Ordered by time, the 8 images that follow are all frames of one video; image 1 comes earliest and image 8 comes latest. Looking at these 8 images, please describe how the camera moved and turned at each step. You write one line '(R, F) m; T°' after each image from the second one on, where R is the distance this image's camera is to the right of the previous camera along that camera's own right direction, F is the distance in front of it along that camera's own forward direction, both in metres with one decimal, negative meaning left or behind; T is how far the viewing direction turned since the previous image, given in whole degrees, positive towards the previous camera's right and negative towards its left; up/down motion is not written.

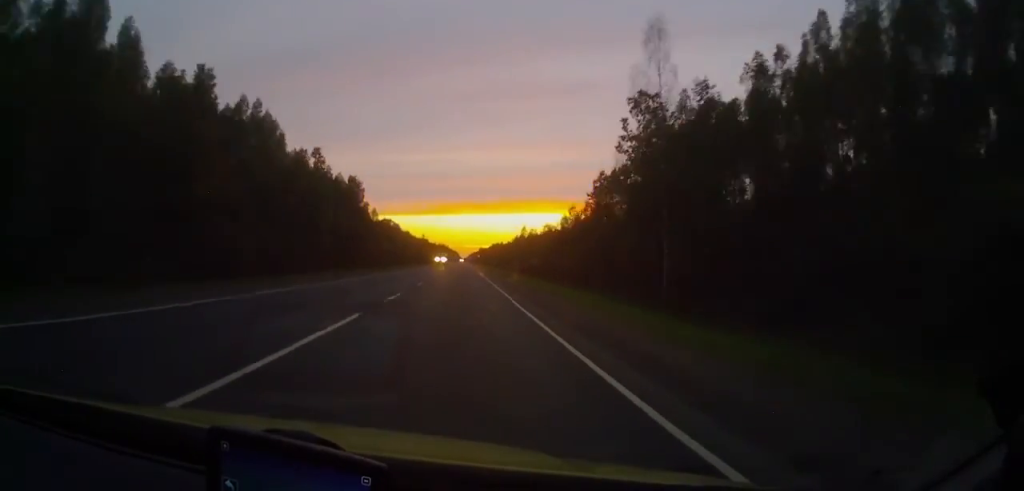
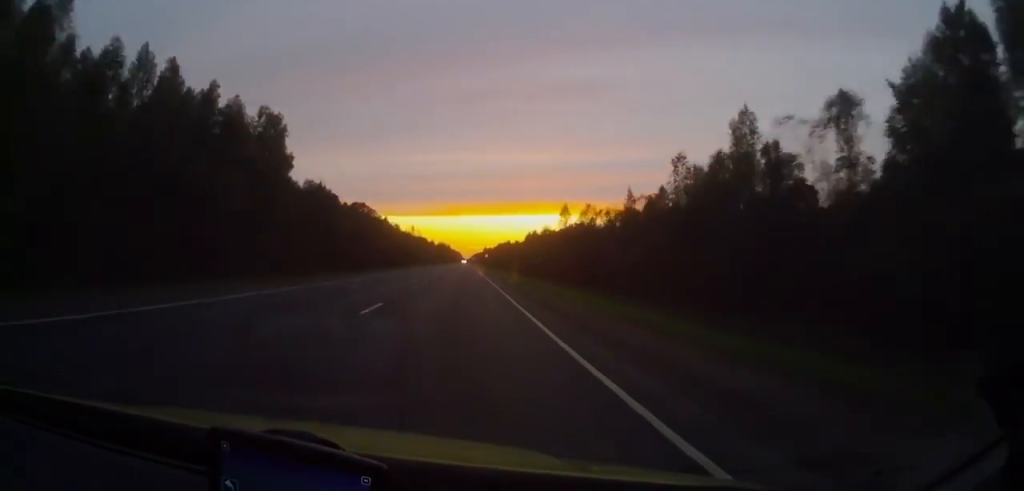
(+0.3, +79.2) m; 0°
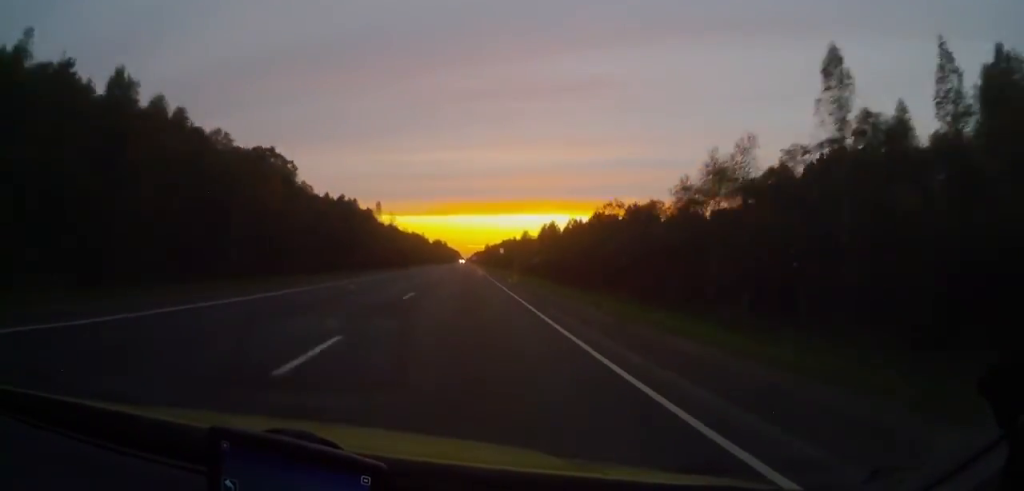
(0.0, +103.3) m; 0°
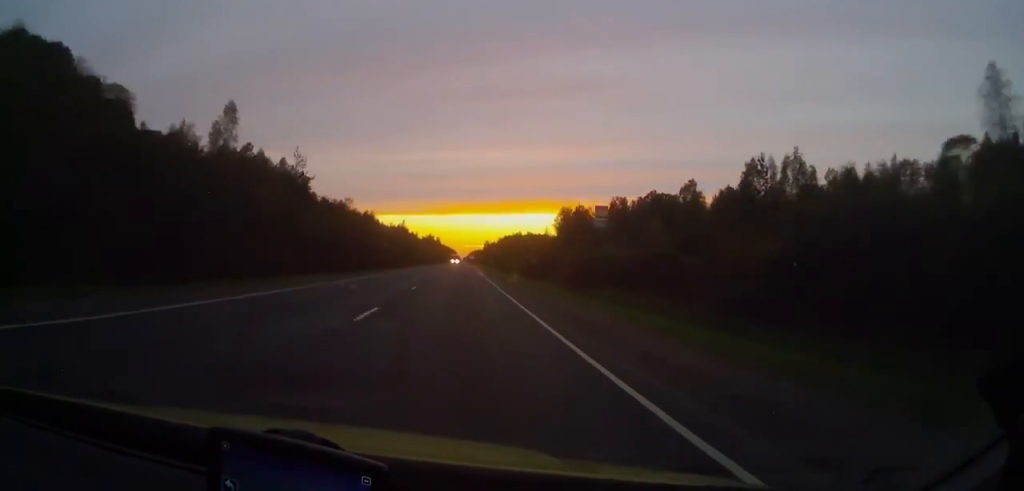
(0.0, +110.6) m; 0°
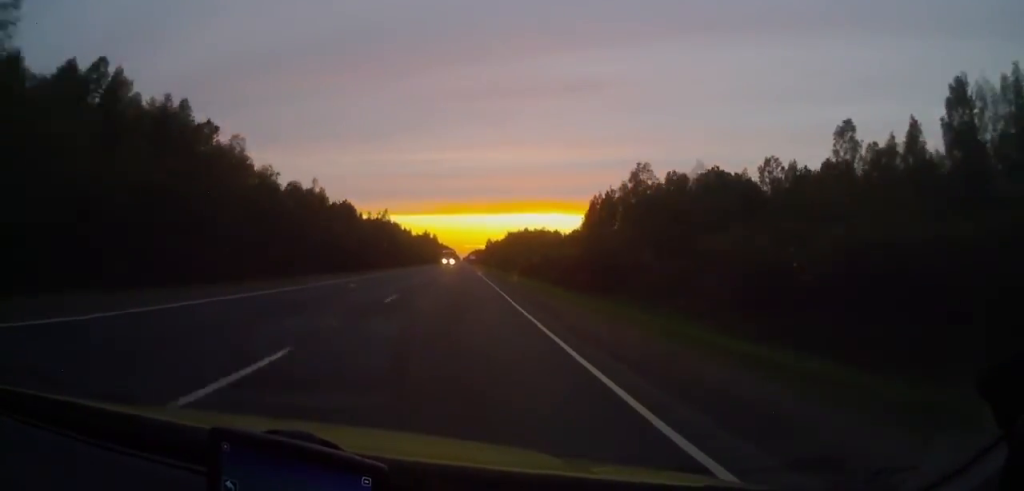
(0.0, +60.5) m; 0°
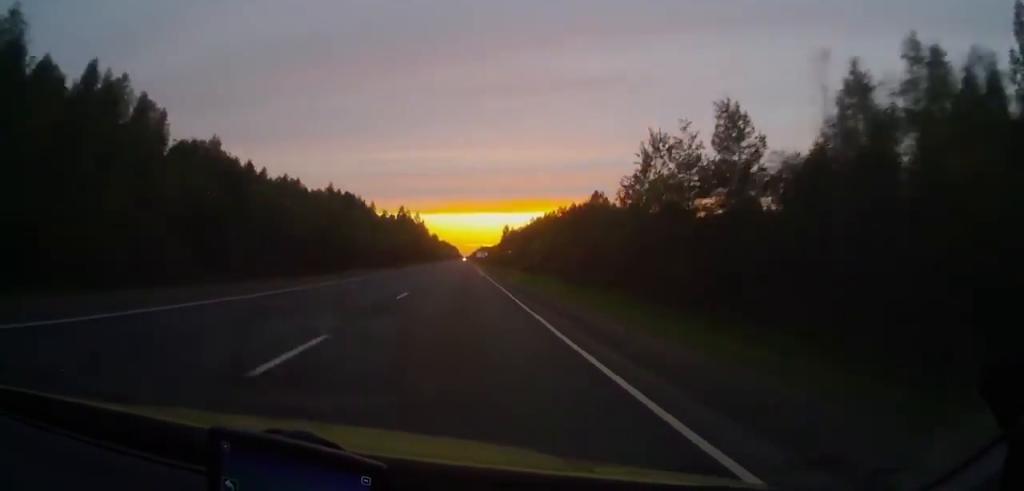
(+0.2, +160.4) m; 0°
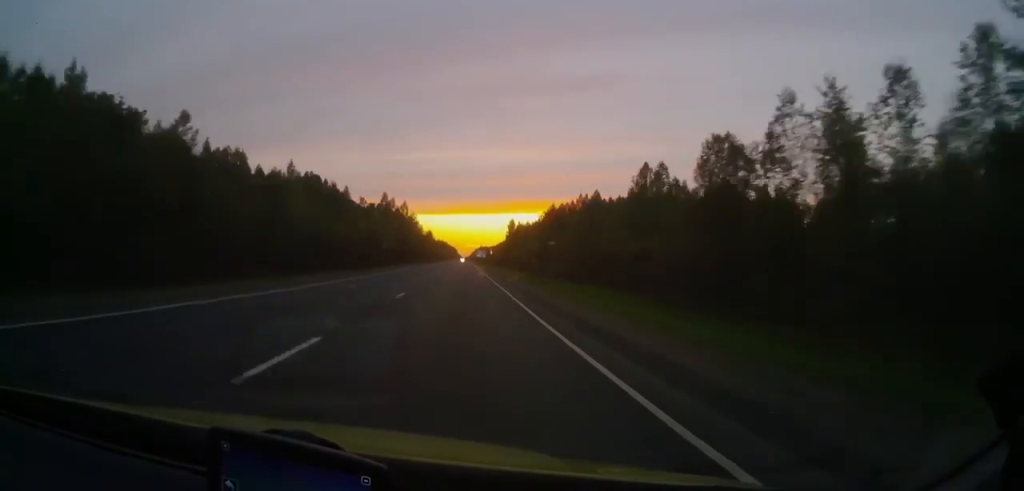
(0.0, +44.9) m; 0°
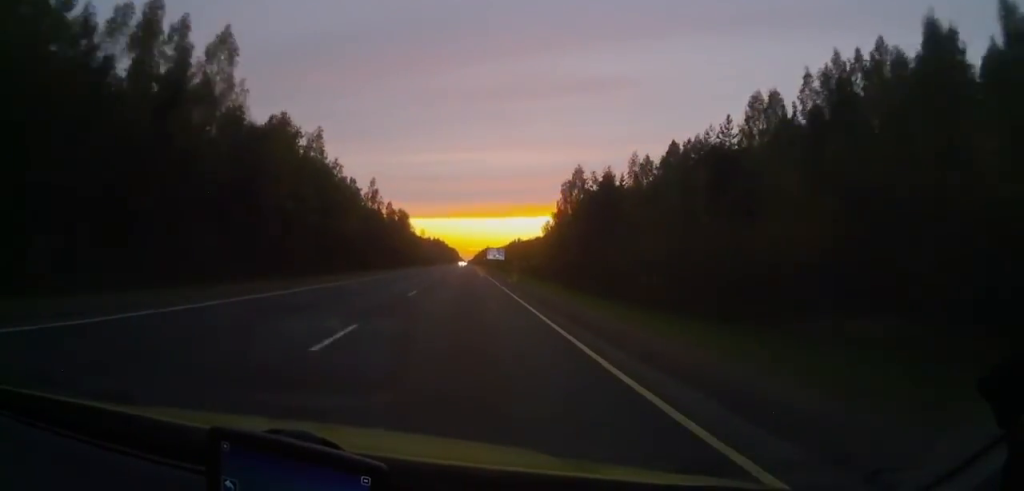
(-0.6, +155.8) m; 0°
